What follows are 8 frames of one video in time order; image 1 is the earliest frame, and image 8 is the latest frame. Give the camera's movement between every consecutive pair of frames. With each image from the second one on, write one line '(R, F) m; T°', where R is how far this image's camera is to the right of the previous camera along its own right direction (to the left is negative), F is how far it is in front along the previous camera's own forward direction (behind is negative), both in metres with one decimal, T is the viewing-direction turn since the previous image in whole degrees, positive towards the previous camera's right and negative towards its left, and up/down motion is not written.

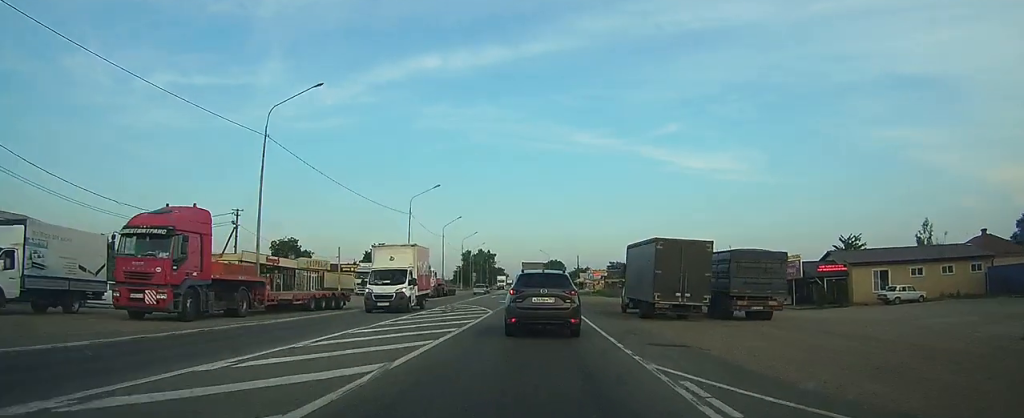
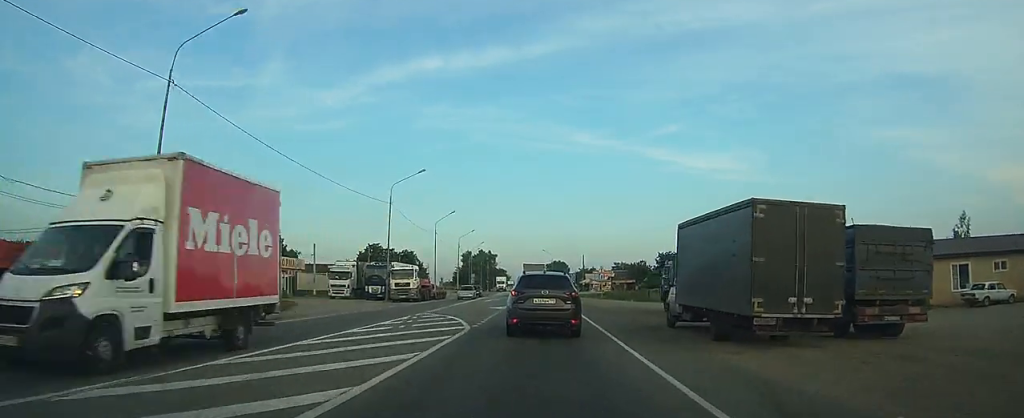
(+0.1, +10.0) m; 0°
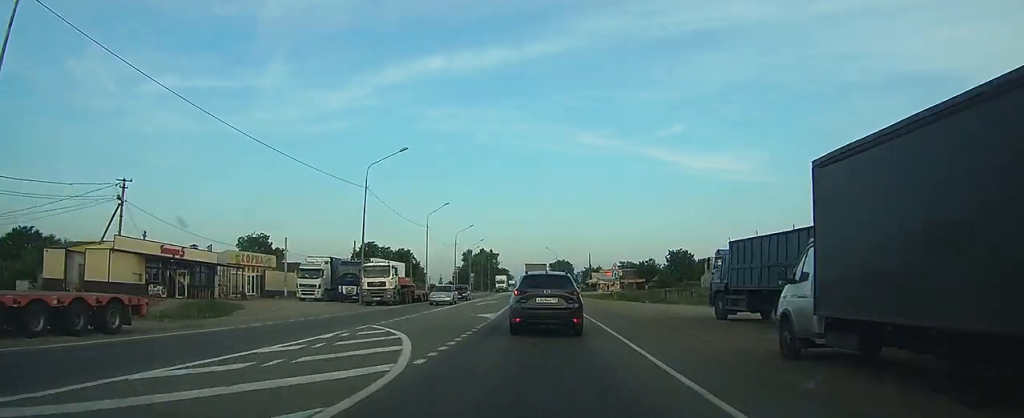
(0.0, +9.0) m; 0°
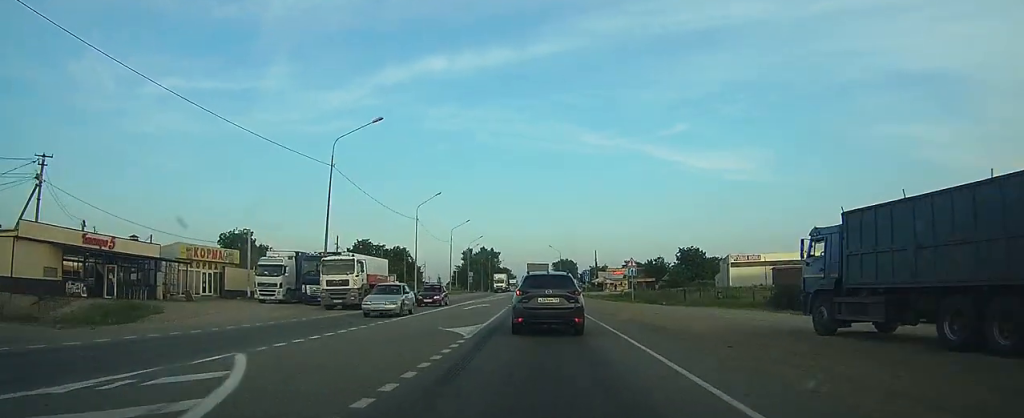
(0.0, +8.5) m; -1°
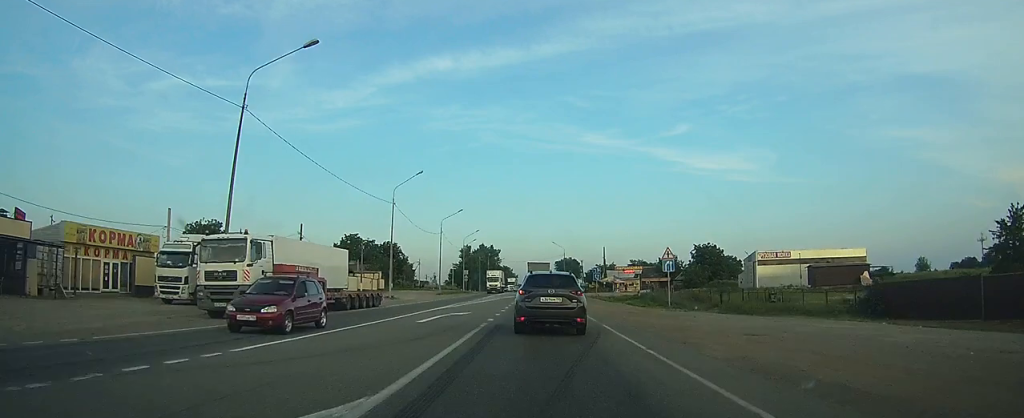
(-0.2, +12.6) m; -1°
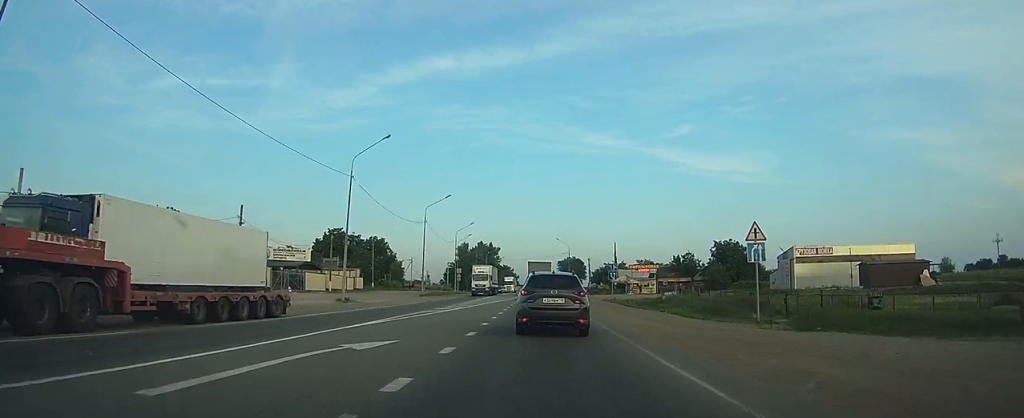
(0.0, +14.0) m; 0°
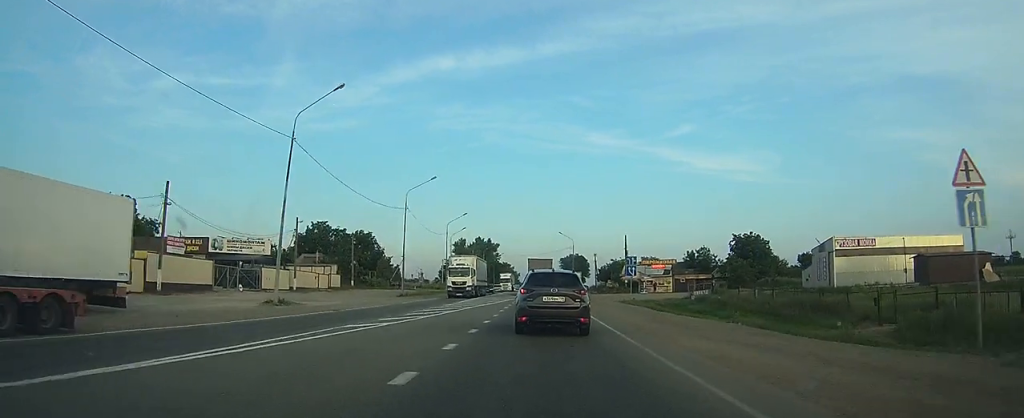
(0.0, +11.4) m; 0°
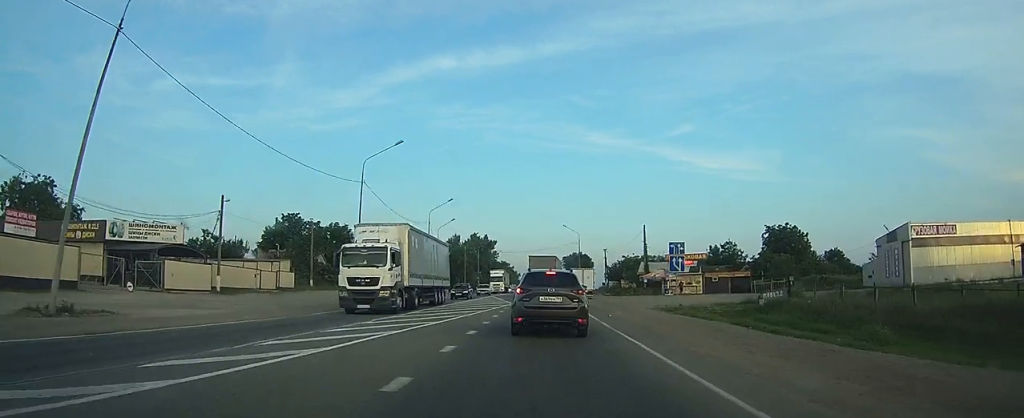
(0.0, +16.3) m; 0°
